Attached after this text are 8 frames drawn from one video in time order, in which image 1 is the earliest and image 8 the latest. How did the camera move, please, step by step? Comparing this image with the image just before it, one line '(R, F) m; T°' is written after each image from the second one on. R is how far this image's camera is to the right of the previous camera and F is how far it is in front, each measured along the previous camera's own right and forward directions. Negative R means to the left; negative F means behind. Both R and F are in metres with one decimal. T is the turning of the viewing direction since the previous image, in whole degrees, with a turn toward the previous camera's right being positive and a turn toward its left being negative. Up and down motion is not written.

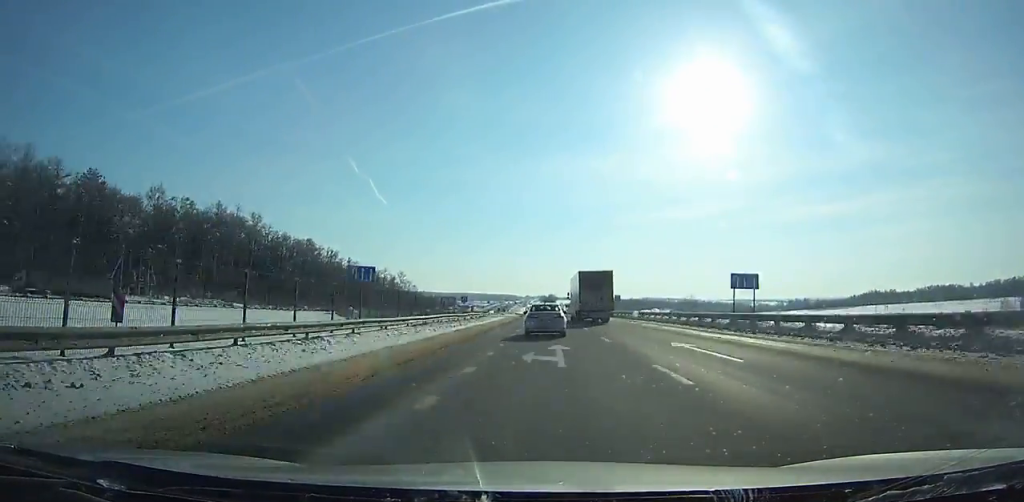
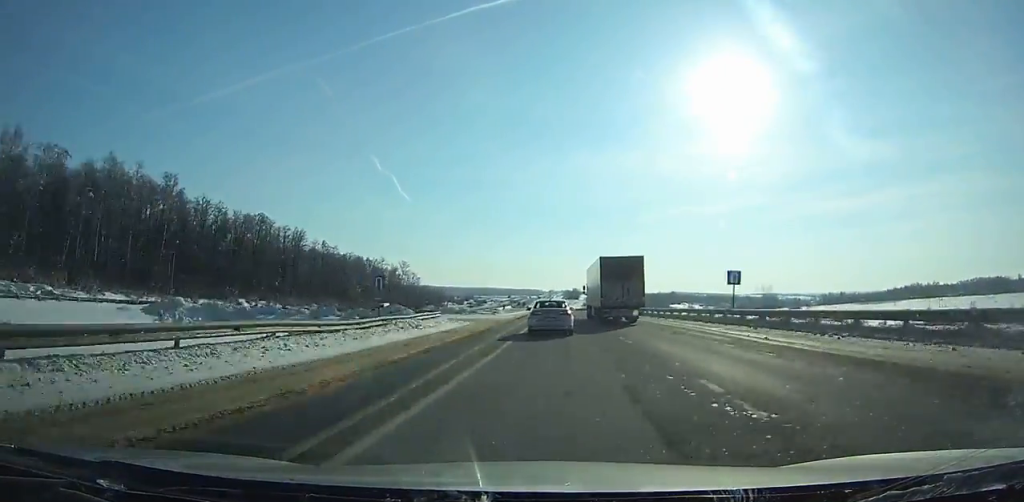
(-1.6, +51.1) m; -1°
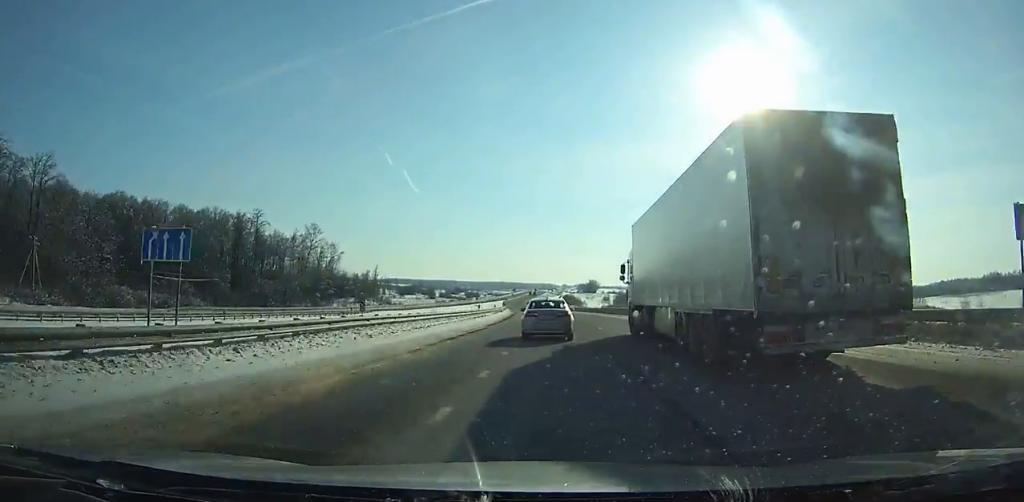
(-3.1, +144.5) m; -3°
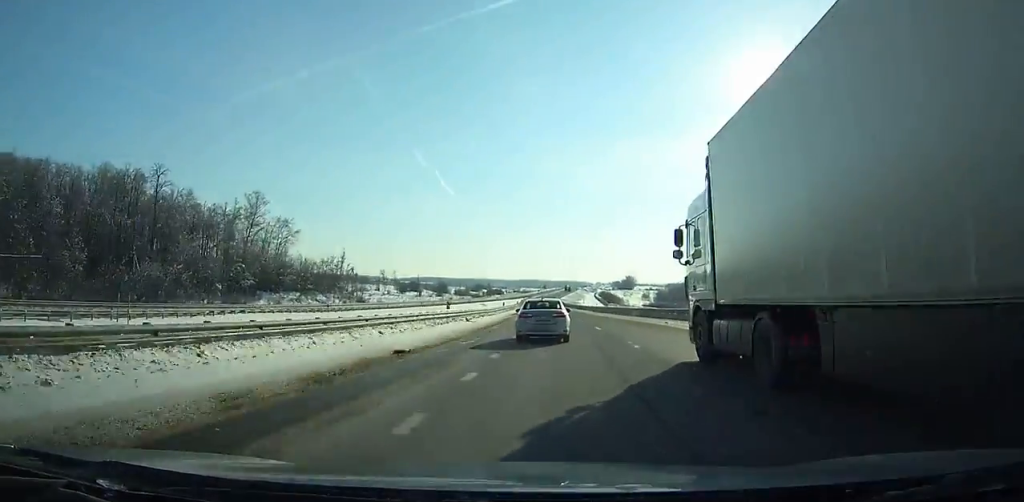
(-1.1, +60.1) m; -2°
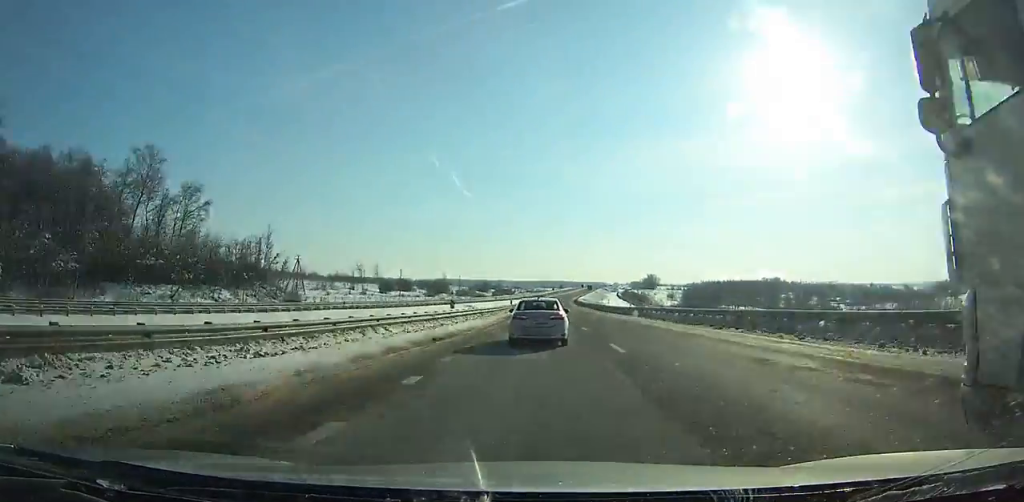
(-0.8, +47.9) m; -1°
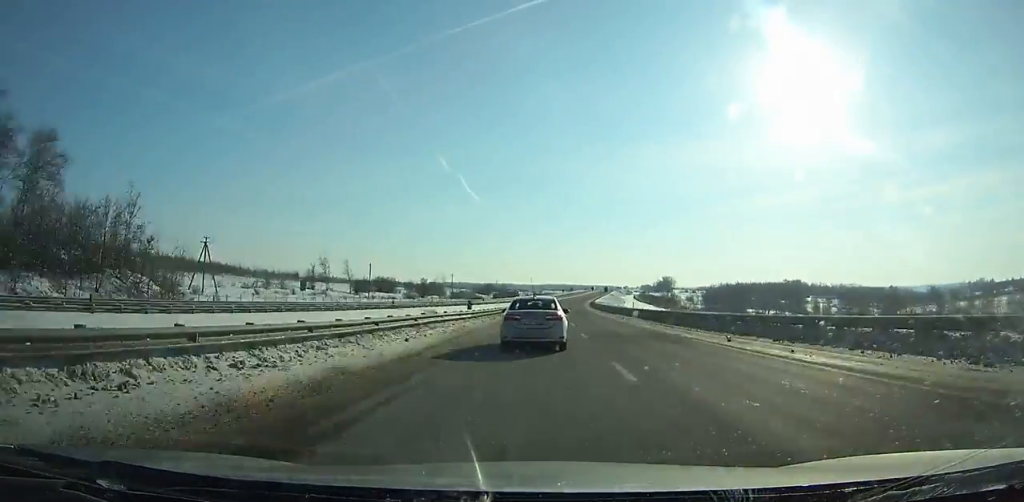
(-0.9, +38.8) m; 0°
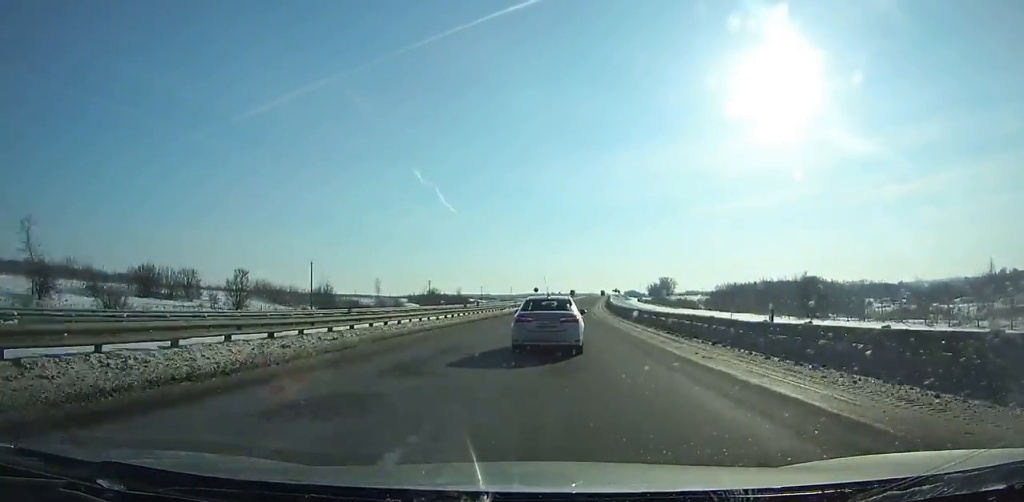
(+1.3, +111.6) m; +2°
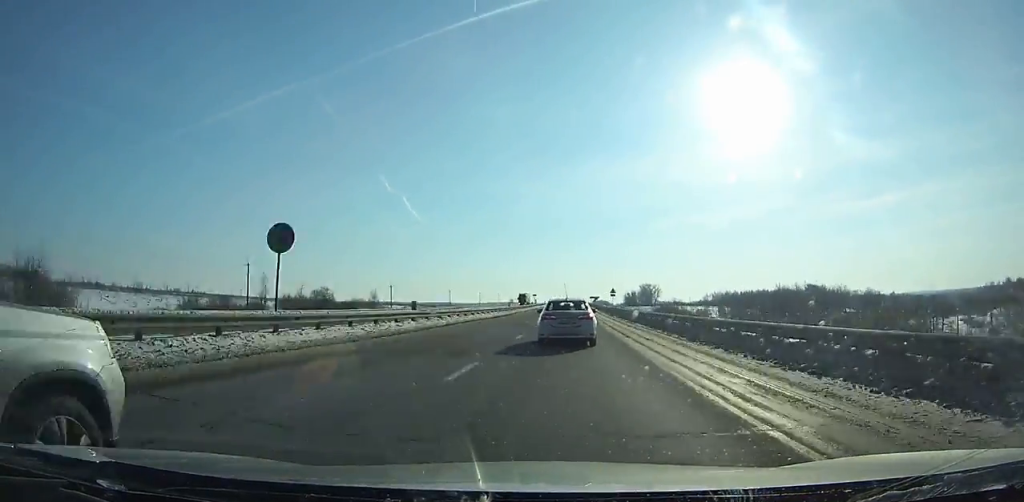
(+2.1, +88.6) m; +2°
